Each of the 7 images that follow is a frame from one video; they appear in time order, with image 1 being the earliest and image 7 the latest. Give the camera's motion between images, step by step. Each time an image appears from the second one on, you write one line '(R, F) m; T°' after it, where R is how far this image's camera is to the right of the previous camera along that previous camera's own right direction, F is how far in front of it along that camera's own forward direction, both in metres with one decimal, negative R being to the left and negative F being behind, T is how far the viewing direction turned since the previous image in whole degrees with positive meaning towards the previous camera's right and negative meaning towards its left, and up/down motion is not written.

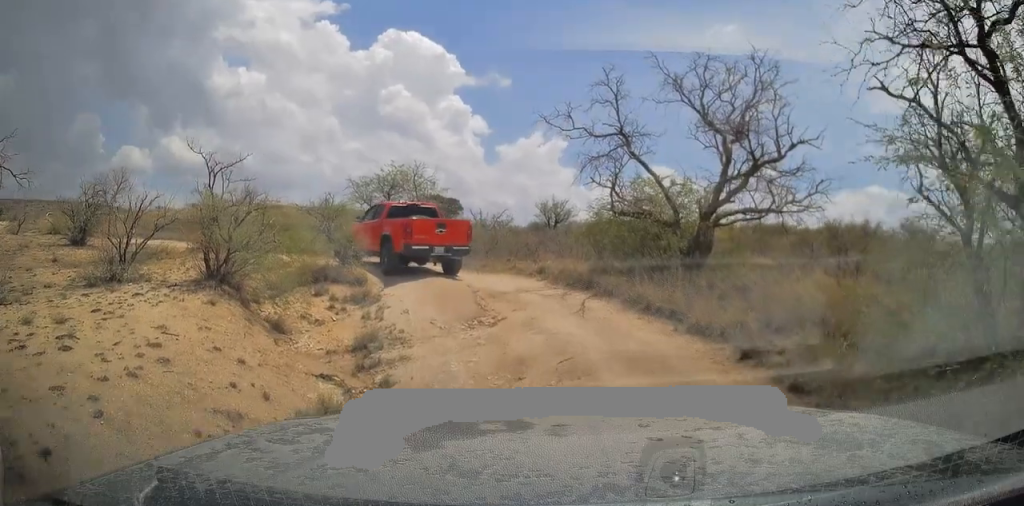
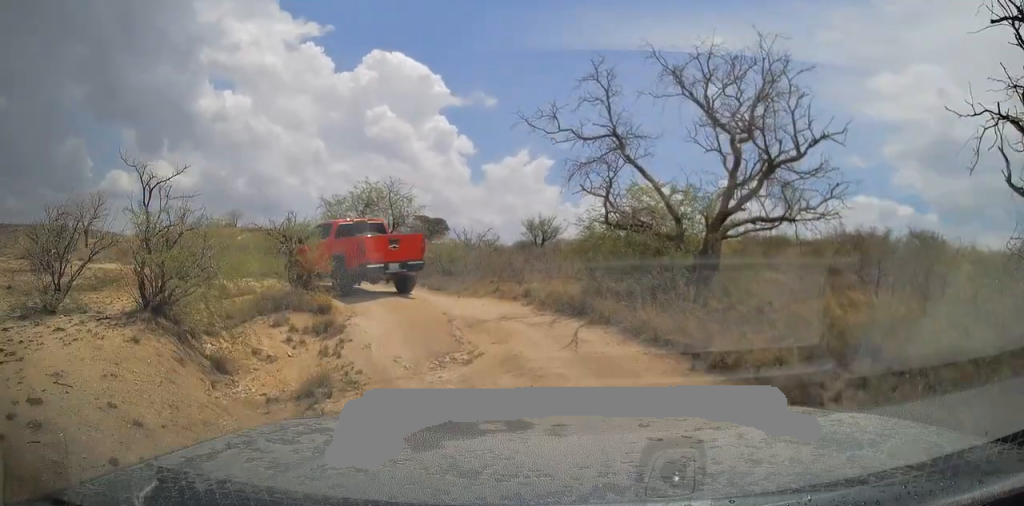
(+0.1, +1.4) m; -3°
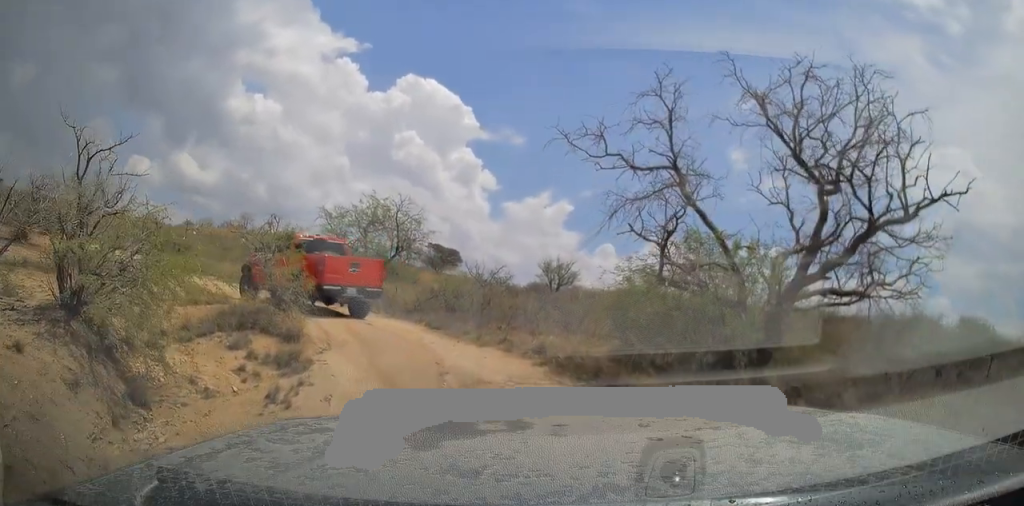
(-0.2, +2.5) m; -10°
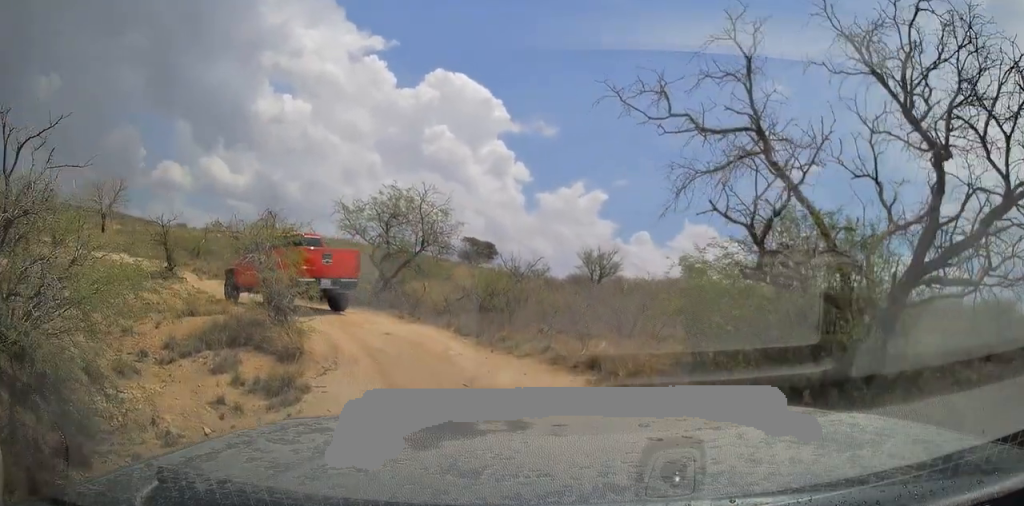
(-0.2, +1.8) m; -7°
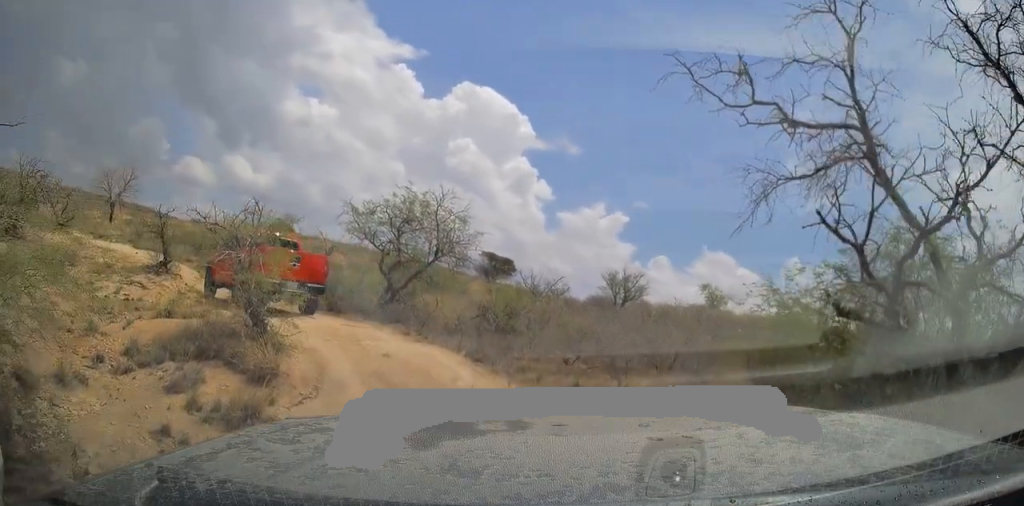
(-0.1, +1.5) m; -3°
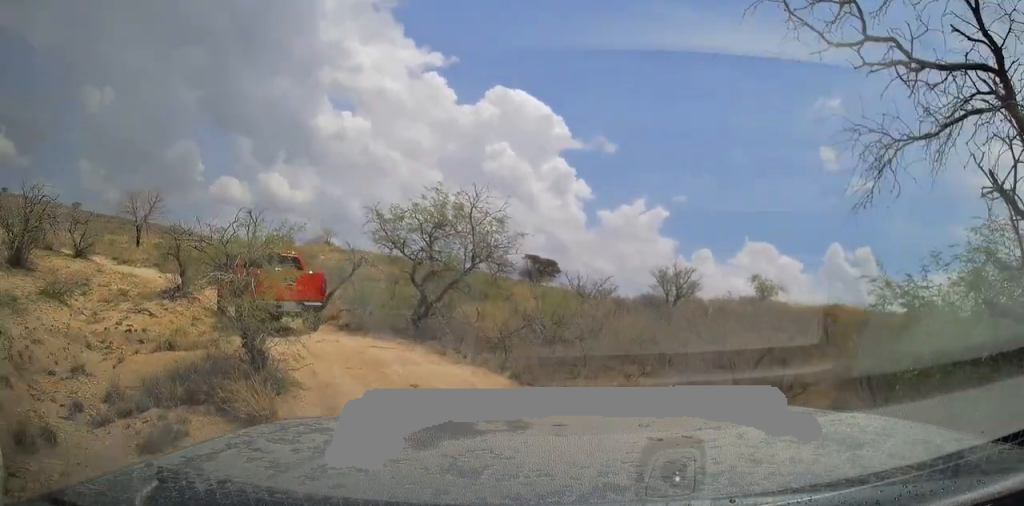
(0.0, +1.2) m; -2°
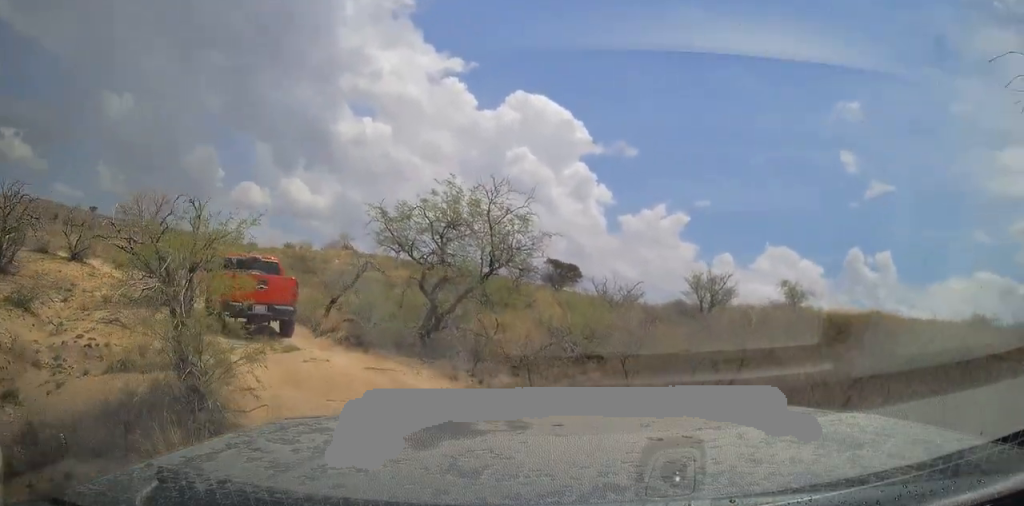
(0.0, +1.6) m; -5°
